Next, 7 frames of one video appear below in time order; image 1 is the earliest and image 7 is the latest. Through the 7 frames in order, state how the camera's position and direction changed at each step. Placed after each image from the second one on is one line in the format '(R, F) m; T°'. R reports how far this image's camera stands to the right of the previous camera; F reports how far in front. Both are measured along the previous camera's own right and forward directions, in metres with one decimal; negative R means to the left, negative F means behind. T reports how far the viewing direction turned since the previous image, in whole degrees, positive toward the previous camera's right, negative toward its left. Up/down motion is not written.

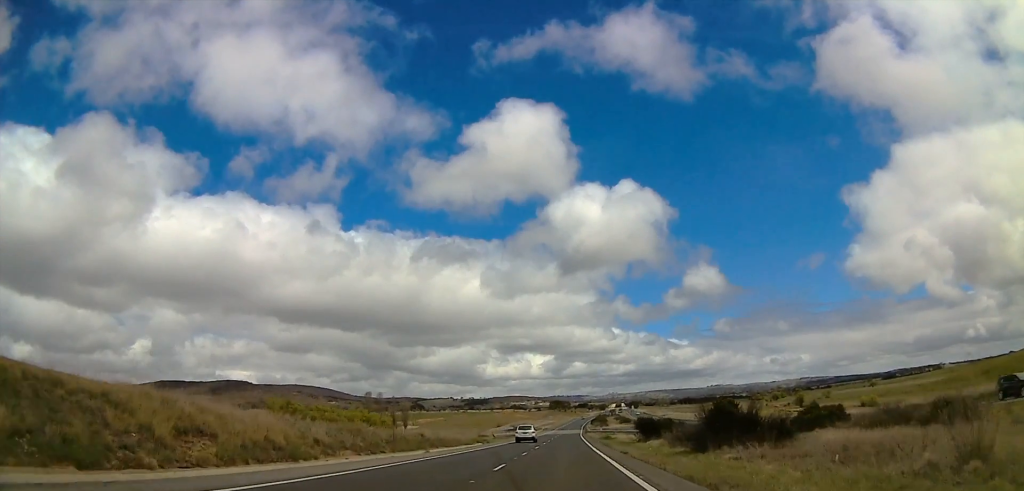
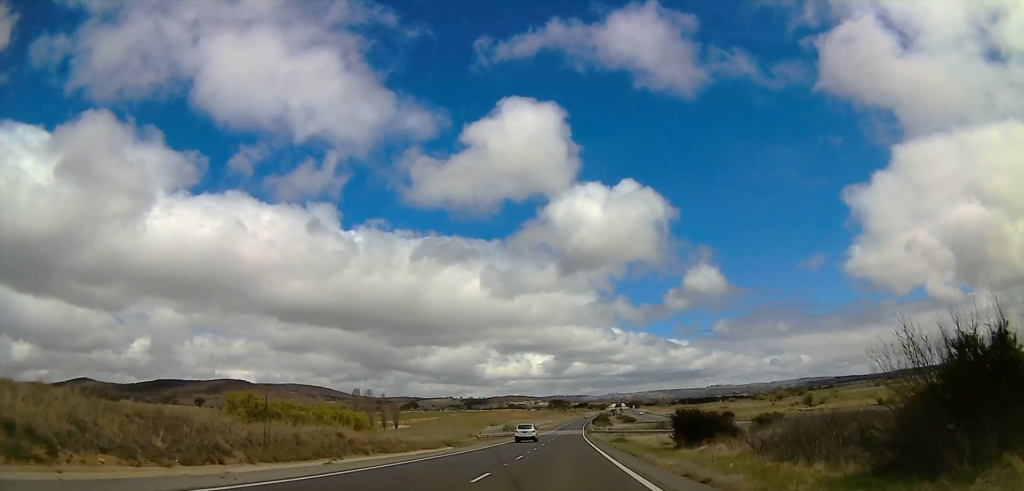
(0.0, +17.0) m; 0°
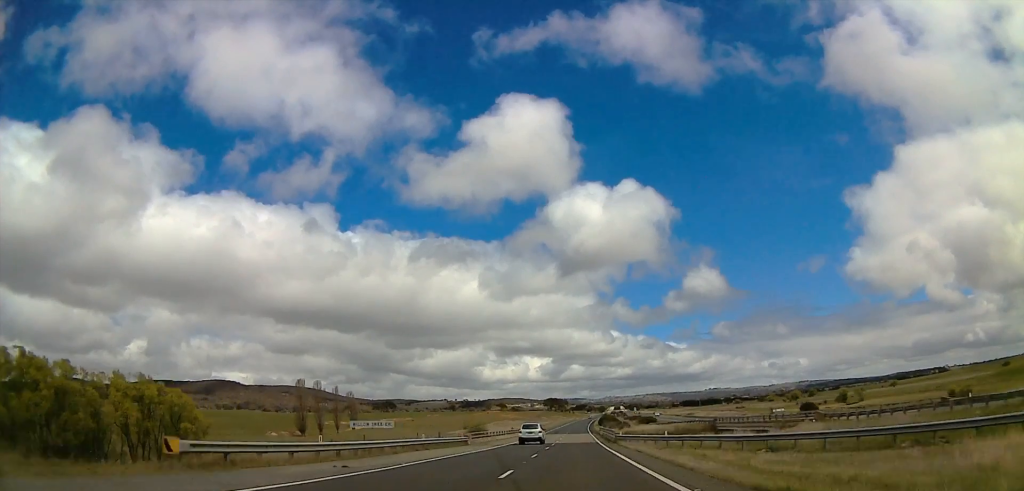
(0.0, +58.3) m; 0°
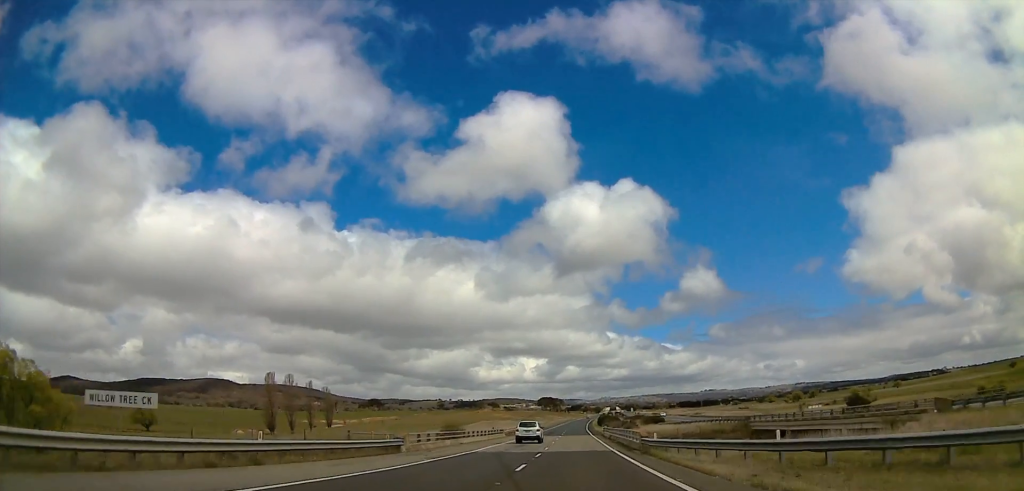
(0.0, +21.2) m; 0°
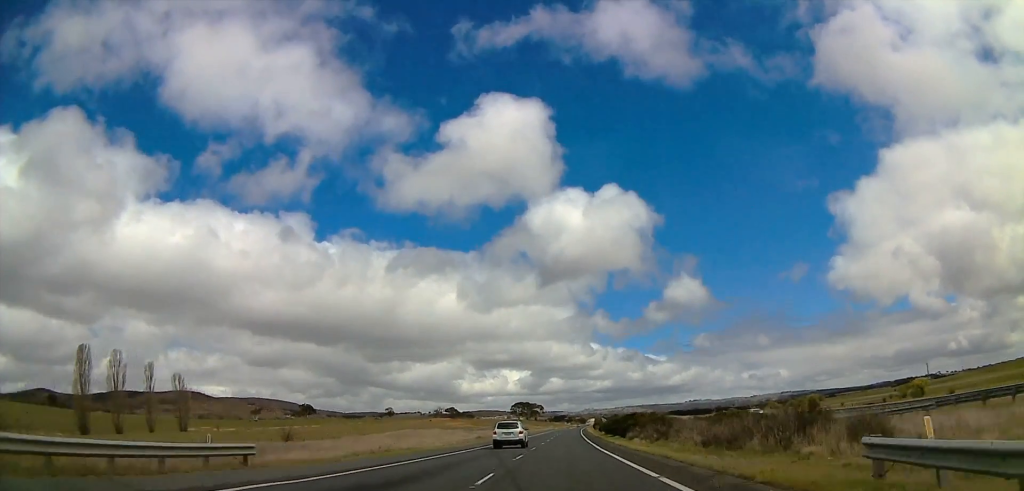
(+2.4, +83.5) m; +3°
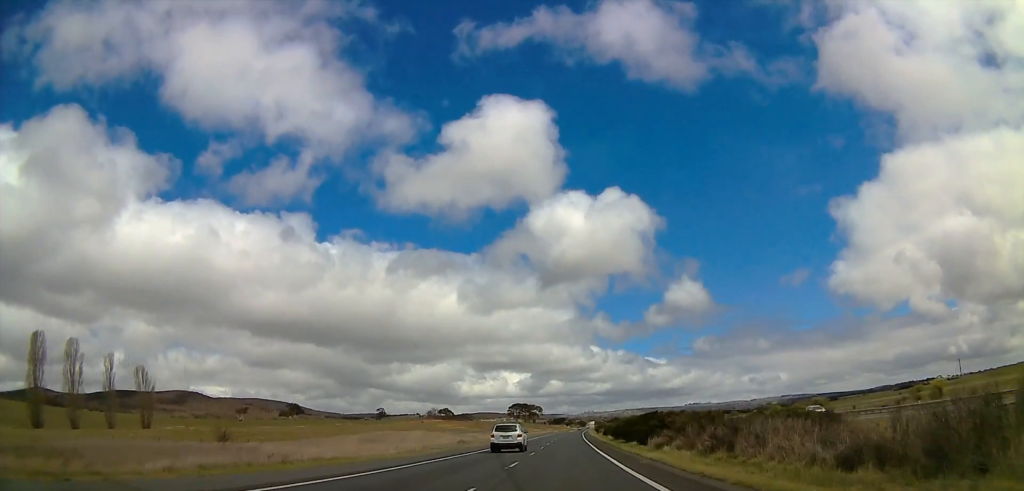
(-0.2, +14.7) m; 0°
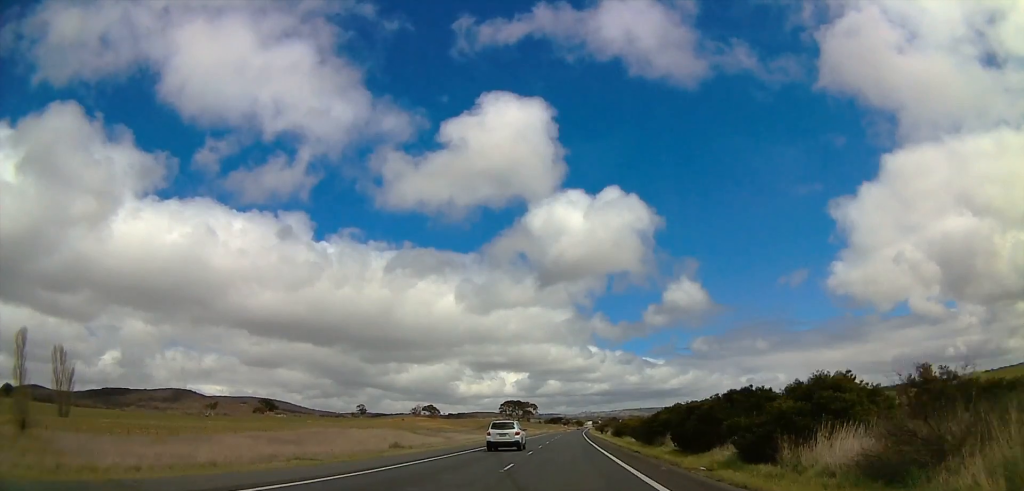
(-0.8, +26.4) m; 0°
